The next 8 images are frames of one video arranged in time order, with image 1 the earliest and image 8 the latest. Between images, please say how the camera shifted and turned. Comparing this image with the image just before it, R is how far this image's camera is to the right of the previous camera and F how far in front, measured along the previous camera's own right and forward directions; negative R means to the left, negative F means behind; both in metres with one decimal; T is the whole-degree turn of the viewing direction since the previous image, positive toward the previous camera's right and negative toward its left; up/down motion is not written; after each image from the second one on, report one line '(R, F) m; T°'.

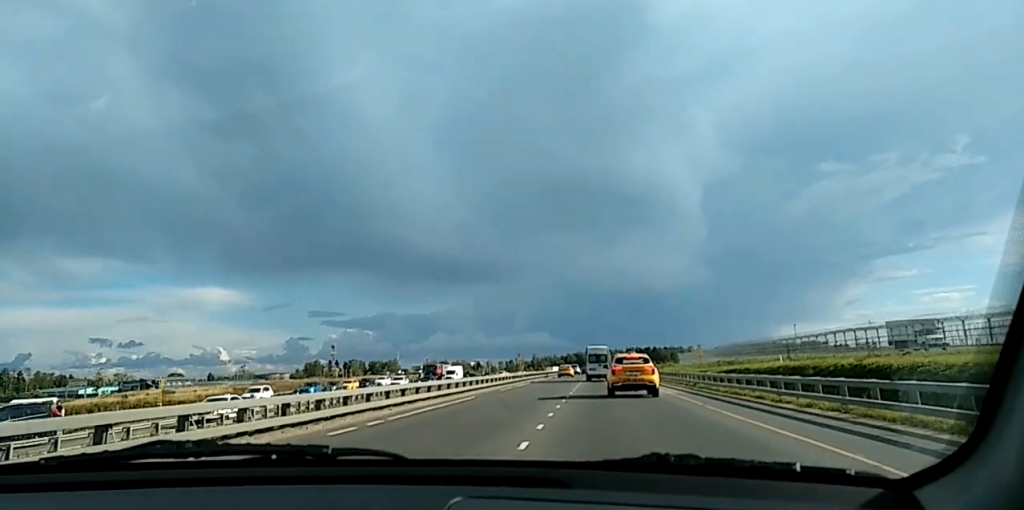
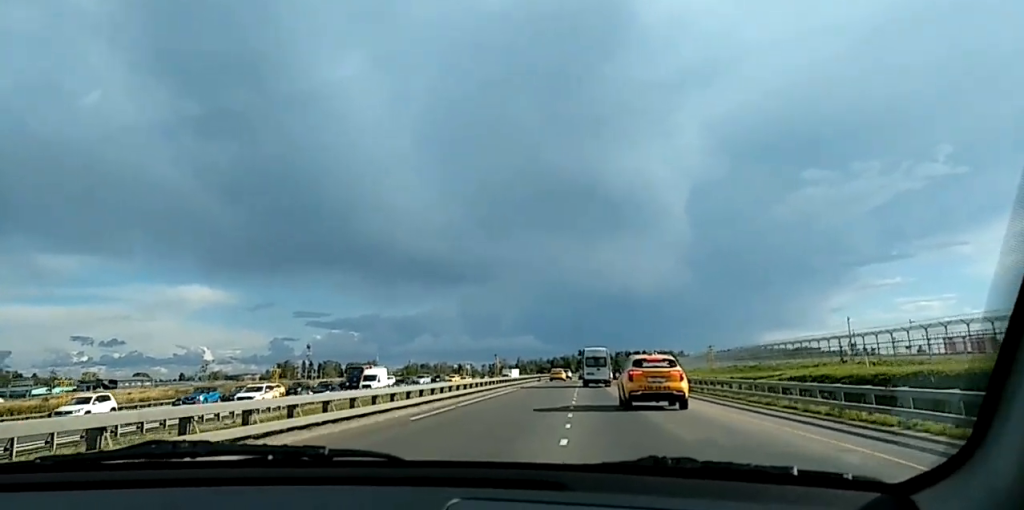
(+0.4, +23.8) m; +1°
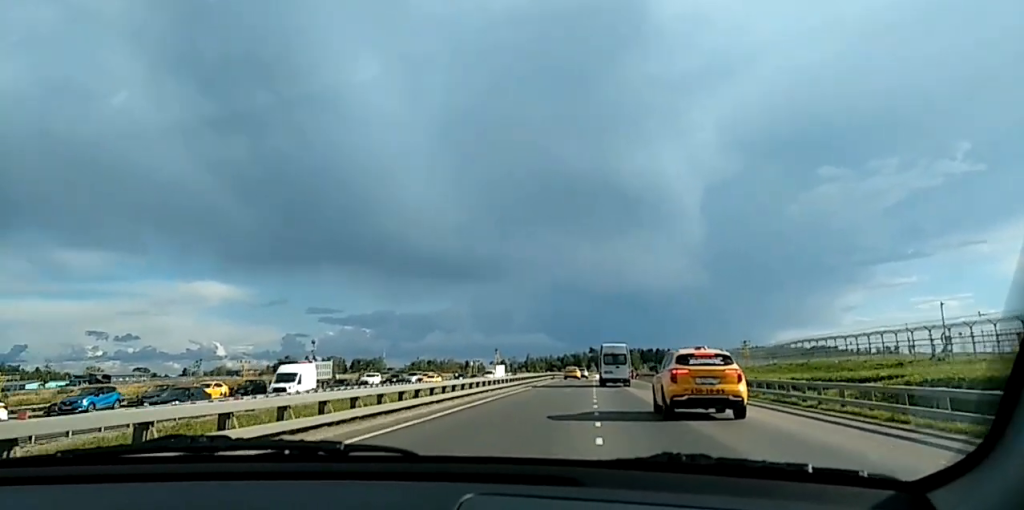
(0.0, +16.3) m; 0°
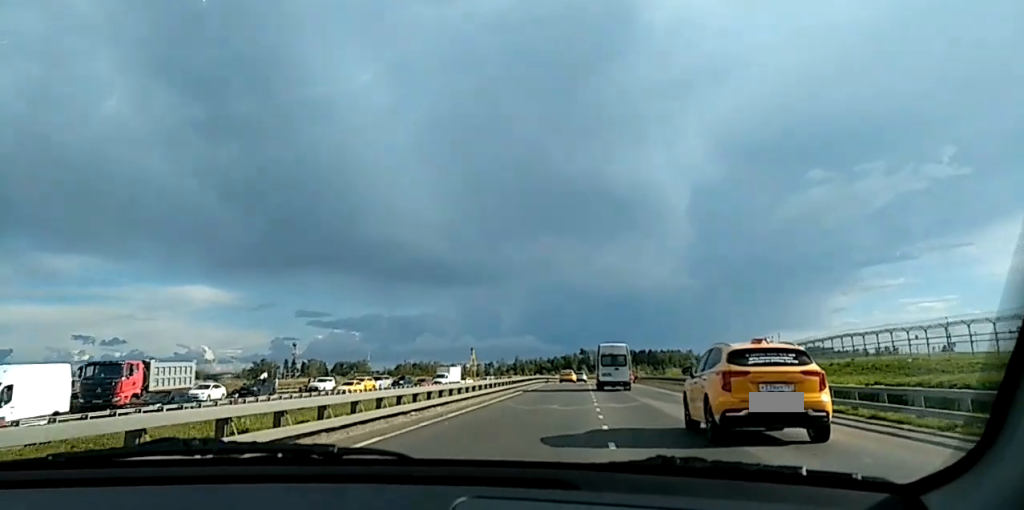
(0.0, +17.4) m; +1°
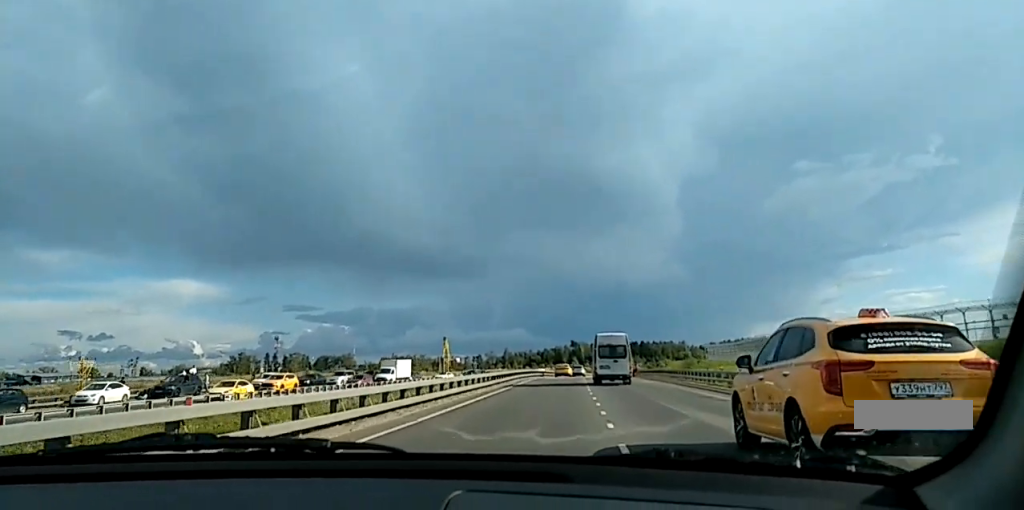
(+0.1, +13.4) m; +1°
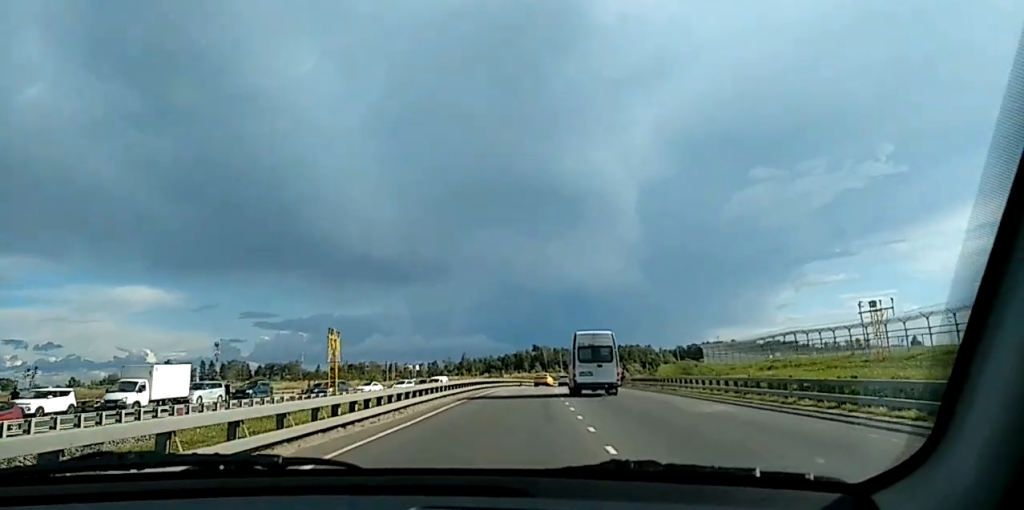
(+0.6, +27.8) m; +1°
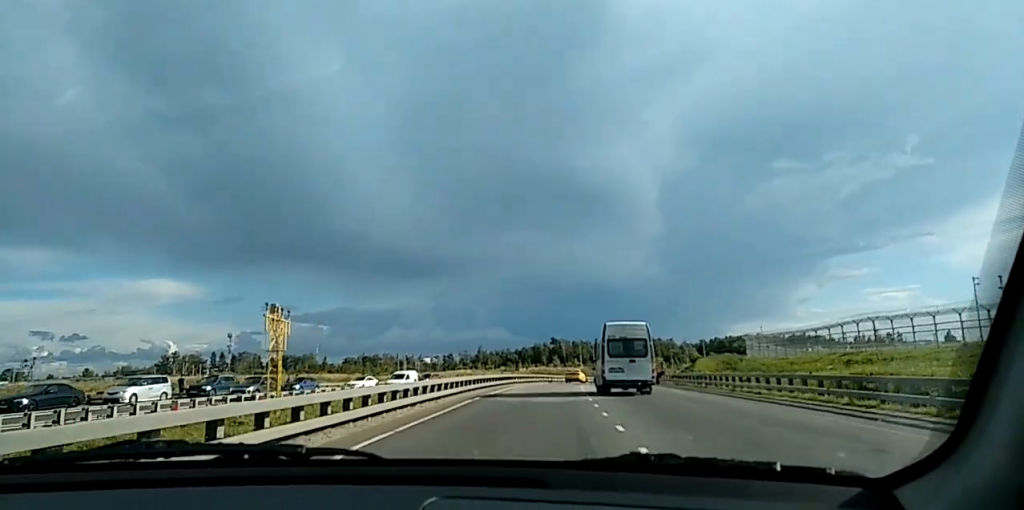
(0.0, +12.6) m; -1°
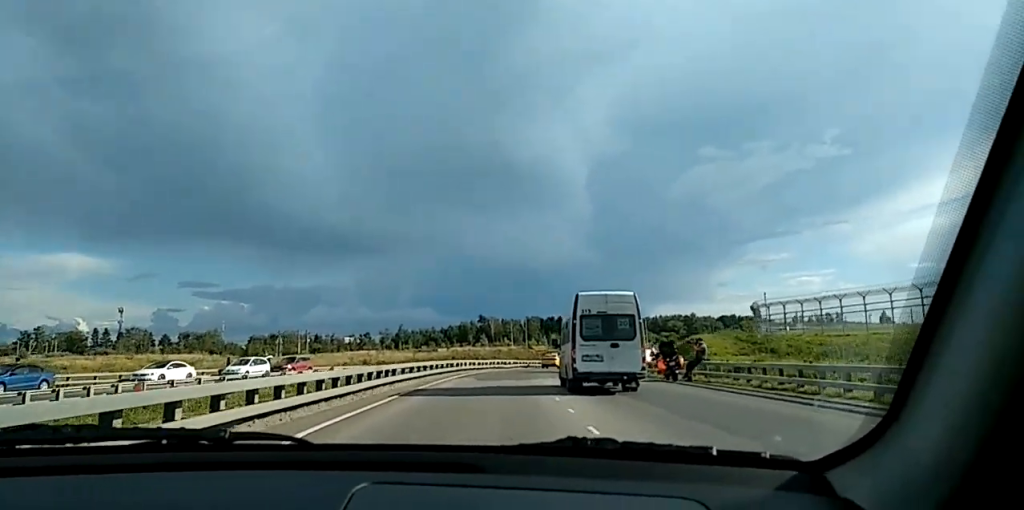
(-0.5, +30.3) m; -1°
